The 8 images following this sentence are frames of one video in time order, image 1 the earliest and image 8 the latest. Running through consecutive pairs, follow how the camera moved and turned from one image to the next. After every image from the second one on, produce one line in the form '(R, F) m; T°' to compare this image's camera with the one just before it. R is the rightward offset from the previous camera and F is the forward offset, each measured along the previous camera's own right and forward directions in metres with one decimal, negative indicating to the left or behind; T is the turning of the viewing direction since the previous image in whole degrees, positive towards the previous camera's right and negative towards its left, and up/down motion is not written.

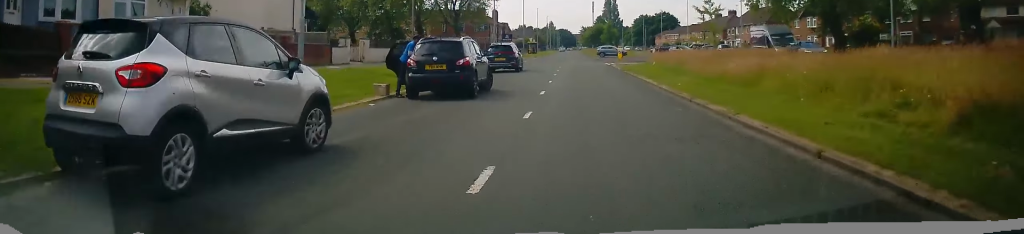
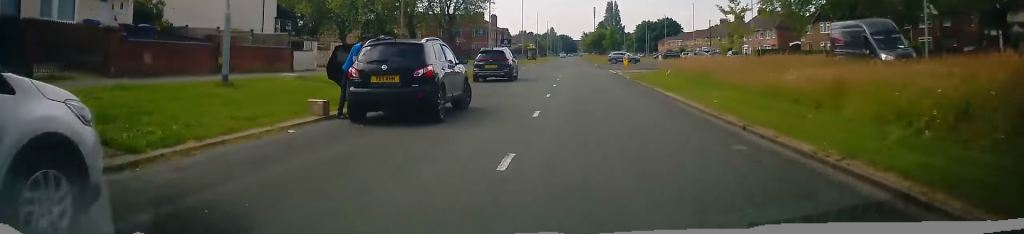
(0.0, +4.4) m; 0°
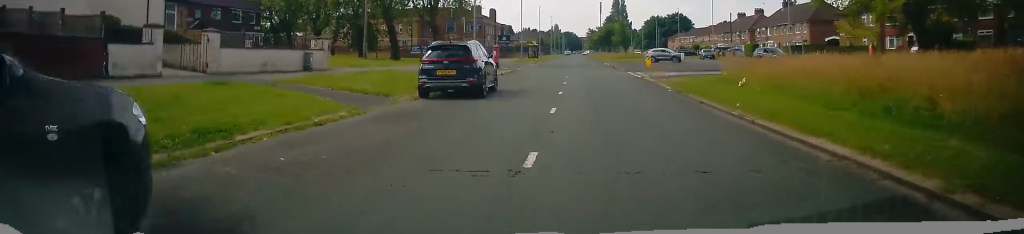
(+0.3, +11.6) m; +1°
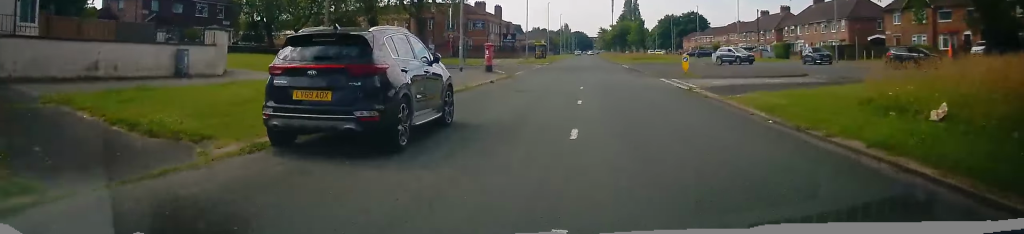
(-0.3, +9.7) m; -2°
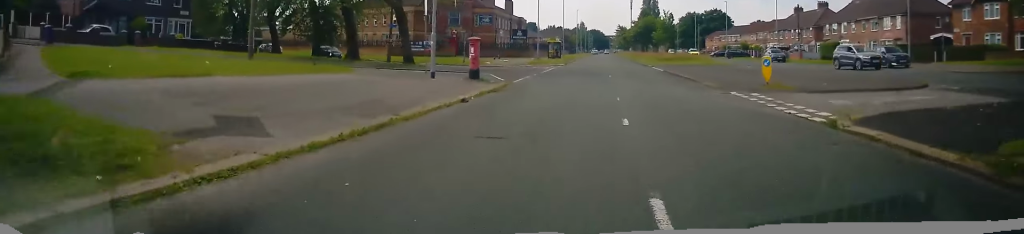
(+0.1, +10.8) m; 0°
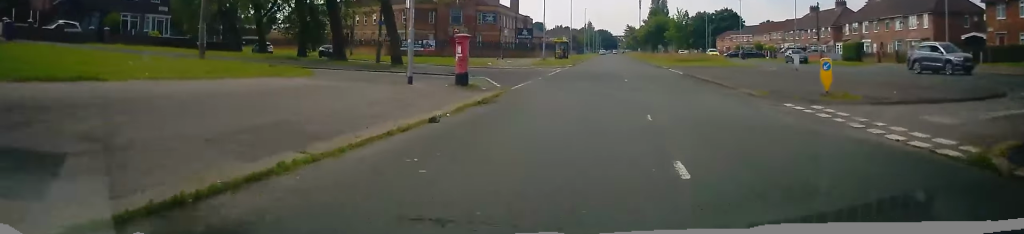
(-0.1, +4.4) m; -1°
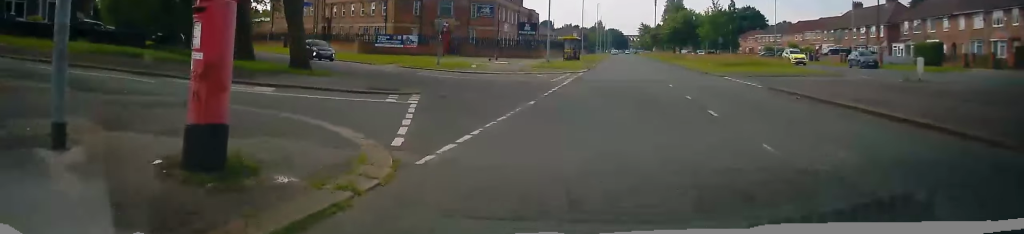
(-0.3, +14.1) m; -2°
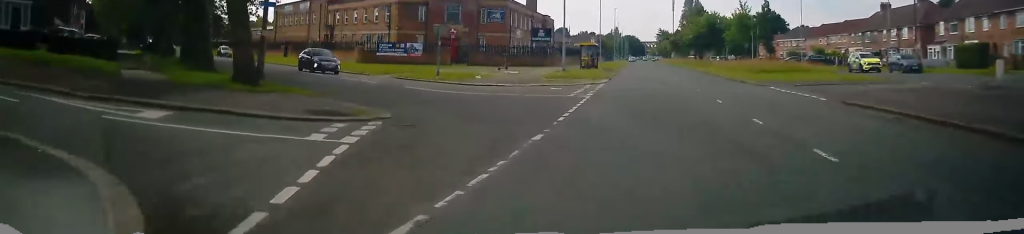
(0.0, +4.9) m; -2°
